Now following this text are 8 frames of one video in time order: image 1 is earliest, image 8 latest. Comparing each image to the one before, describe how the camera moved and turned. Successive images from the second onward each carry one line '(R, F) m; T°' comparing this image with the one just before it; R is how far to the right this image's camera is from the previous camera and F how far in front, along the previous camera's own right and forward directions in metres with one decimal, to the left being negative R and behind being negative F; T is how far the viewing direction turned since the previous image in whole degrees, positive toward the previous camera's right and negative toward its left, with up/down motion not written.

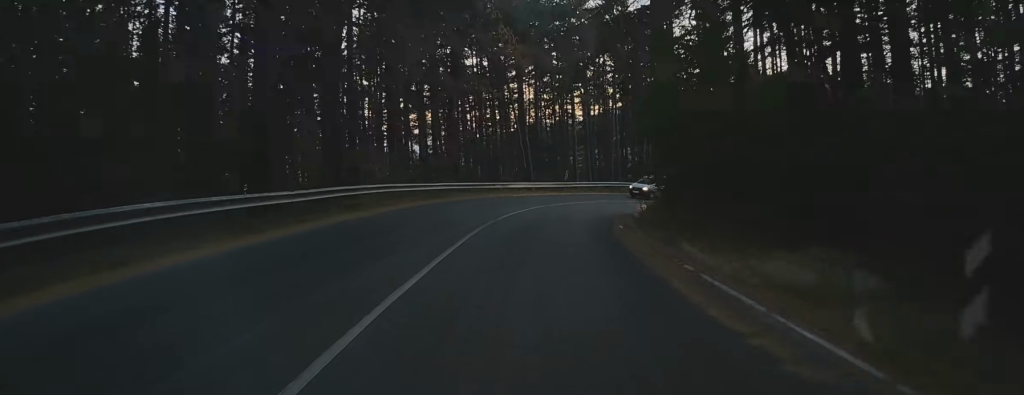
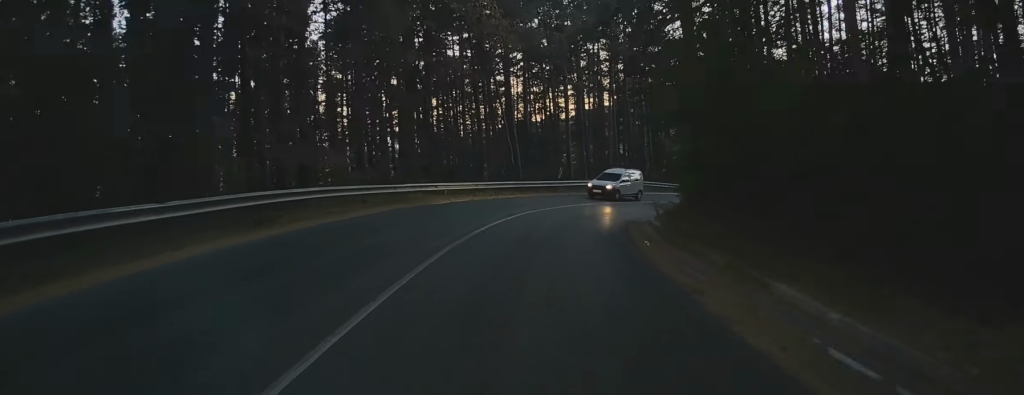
(+0.8, +6.1) m; +4°
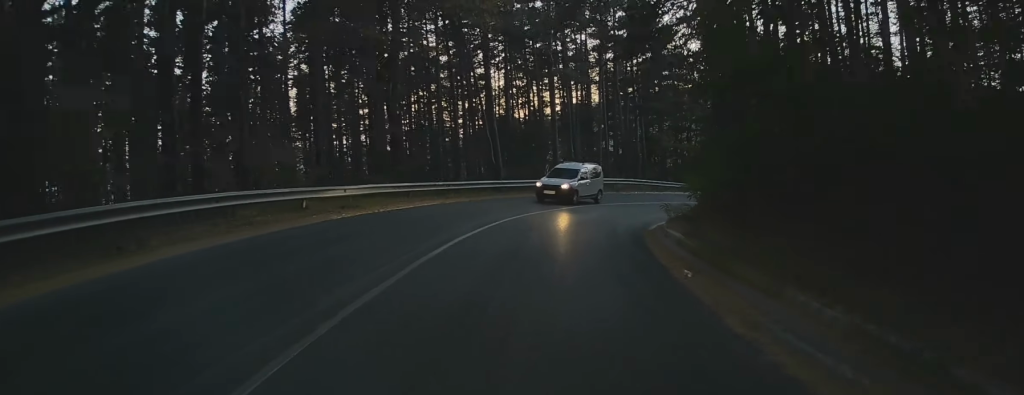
(+0.7, +5.3) m; +4°
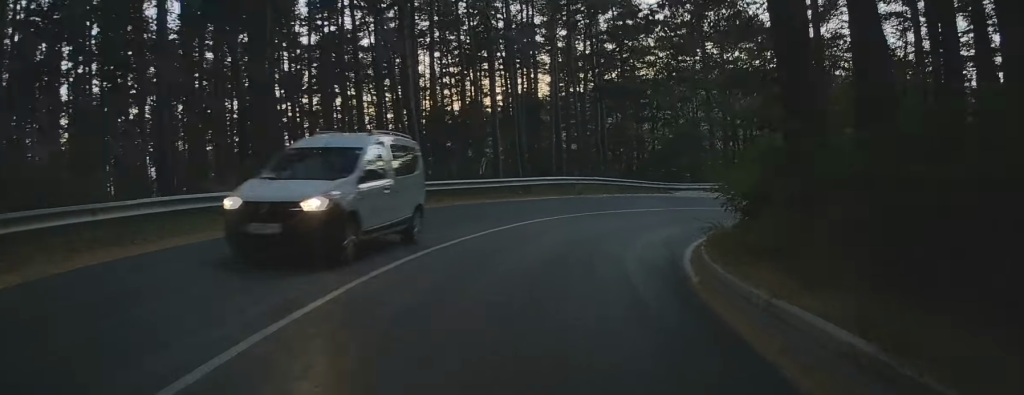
(+0.3, +11.6) m; +5°
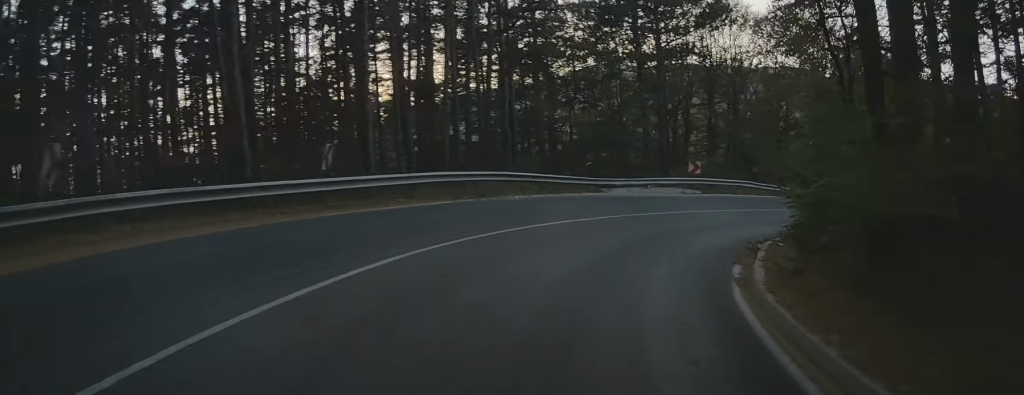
(+0.5, +10.2) m; +8°
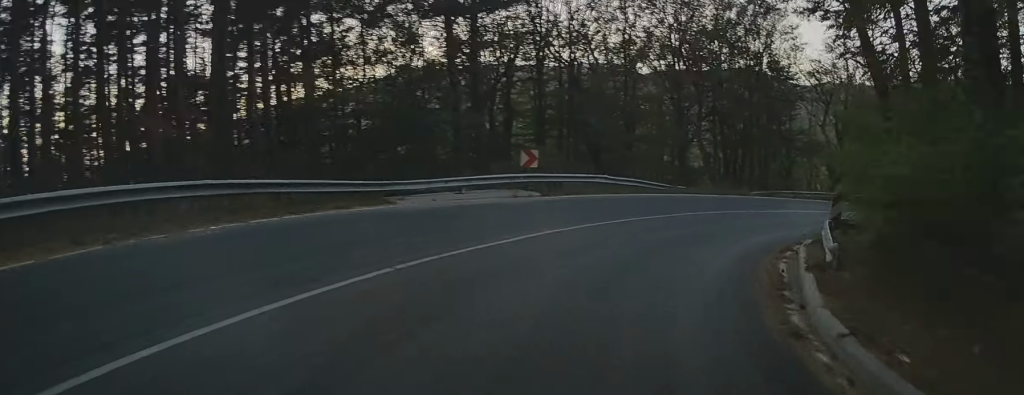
(+1.3, +11.7) m; +18°
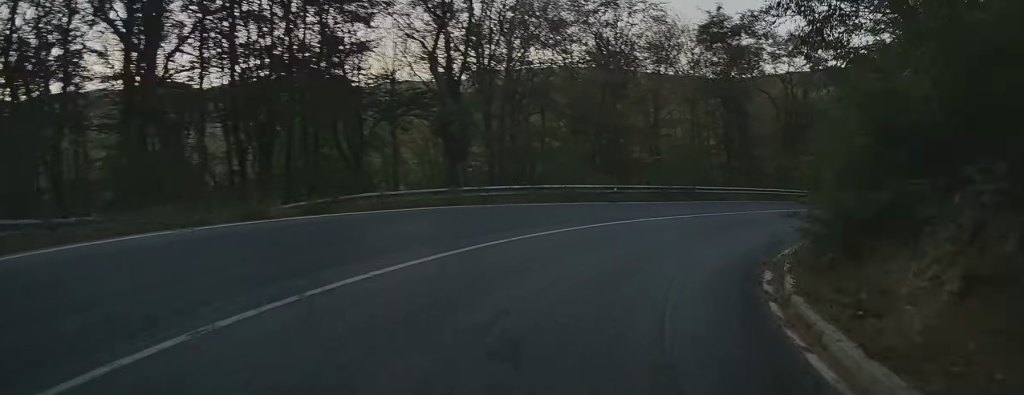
(+8.6, +21.3) m; +38°
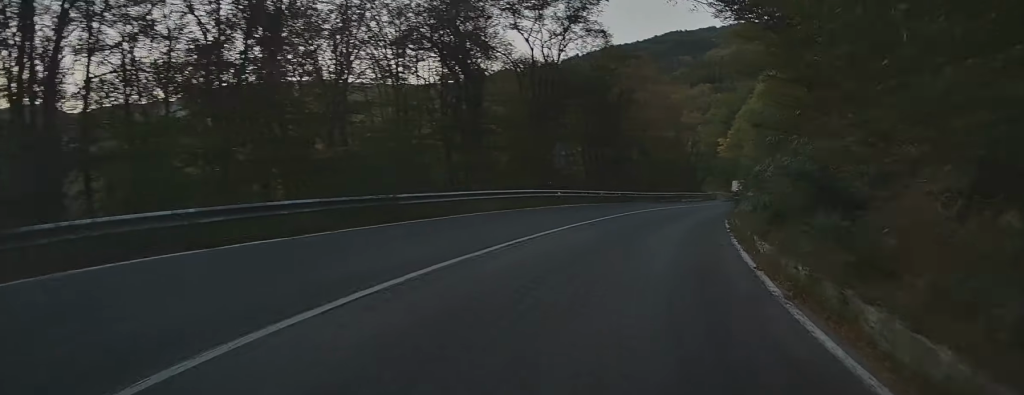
(+2.4, +15.8) m; +17°
